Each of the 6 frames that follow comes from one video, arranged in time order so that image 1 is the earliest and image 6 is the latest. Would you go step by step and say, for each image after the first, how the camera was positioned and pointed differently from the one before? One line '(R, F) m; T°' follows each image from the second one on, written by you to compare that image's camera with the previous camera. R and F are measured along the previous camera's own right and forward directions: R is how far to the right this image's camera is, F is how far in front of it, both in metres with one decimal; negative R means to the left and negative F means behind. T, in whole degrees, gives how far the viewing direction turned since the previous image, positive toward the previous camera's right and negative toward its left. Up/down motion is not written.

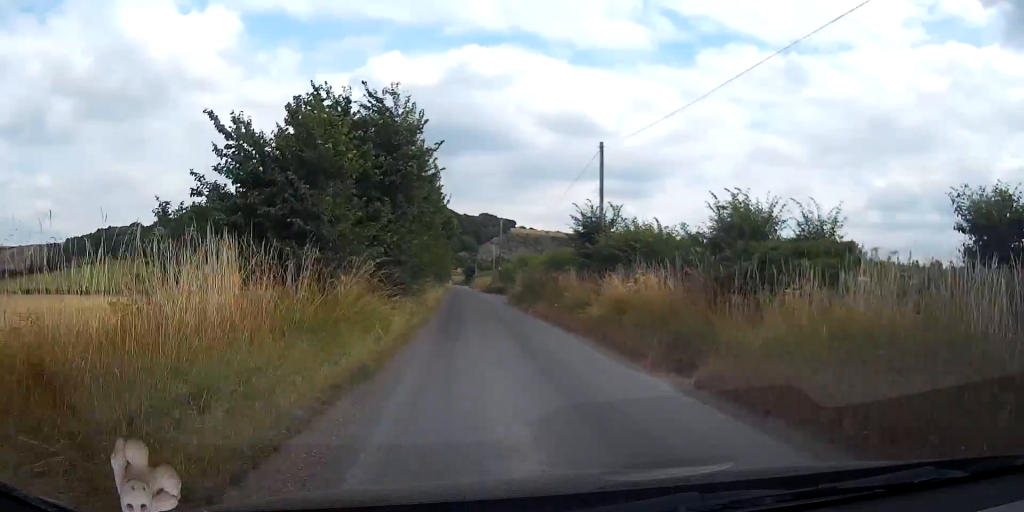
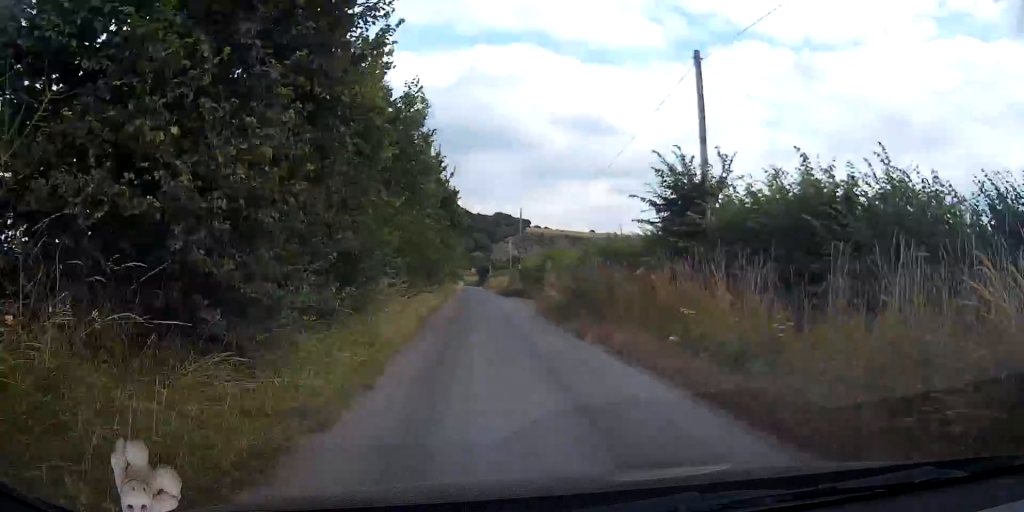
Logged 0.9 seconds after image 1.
(-0.3, +10.9) m; 0°
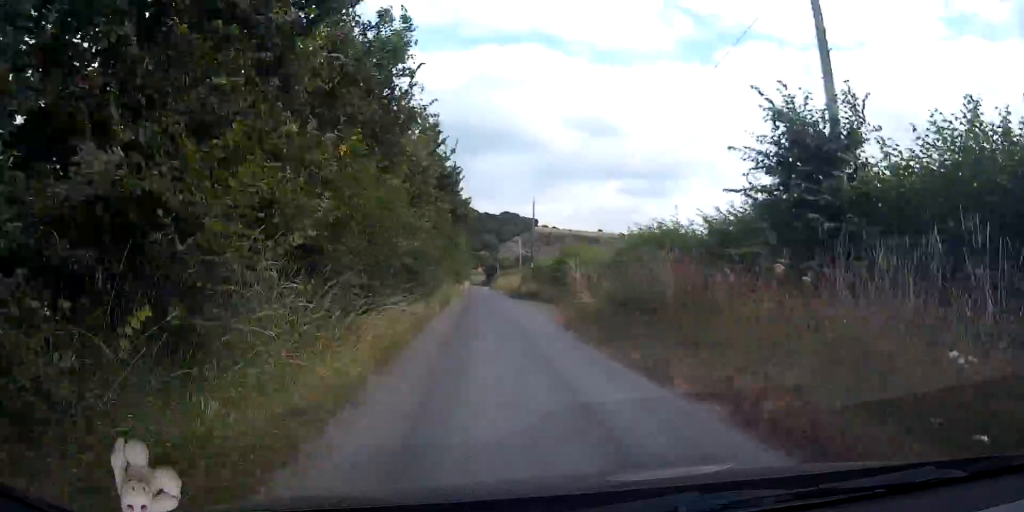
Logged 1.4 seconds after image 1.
(+0.3, +5.6) m; 0°
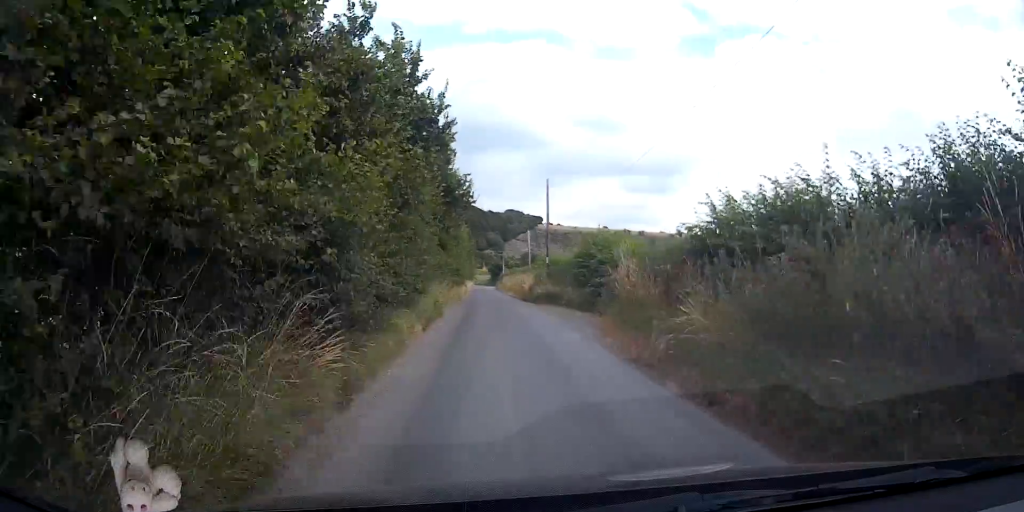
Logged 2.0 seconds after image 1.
(+0.1, +7.4) m; -1°
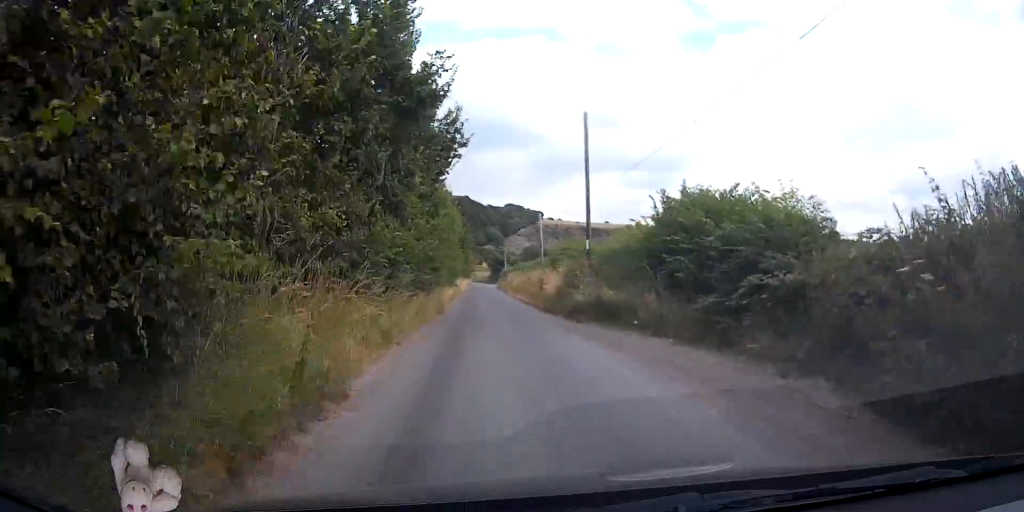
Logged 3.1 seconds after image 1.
(-0.5, +14.1) m; -2°
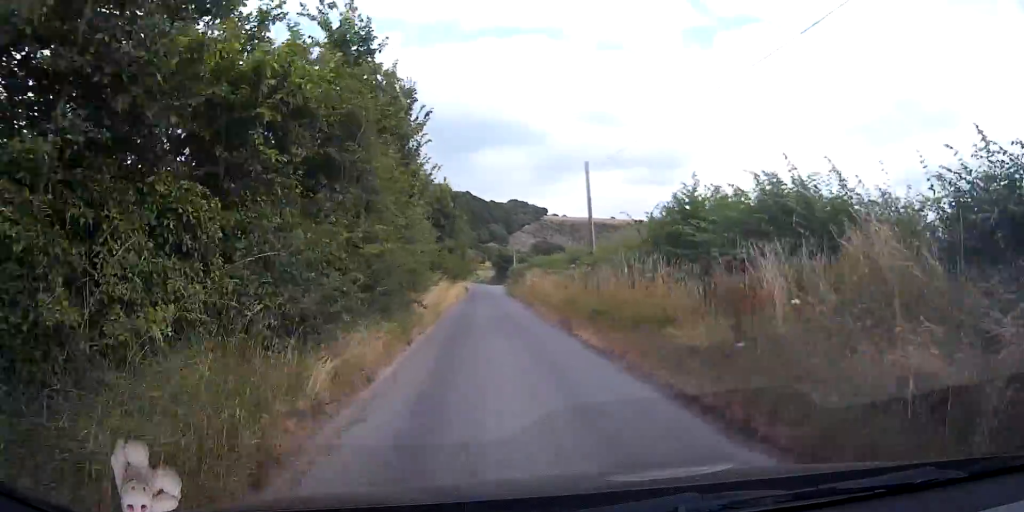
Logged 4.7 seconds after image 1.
(+0.1, +22.1) m; +1°
